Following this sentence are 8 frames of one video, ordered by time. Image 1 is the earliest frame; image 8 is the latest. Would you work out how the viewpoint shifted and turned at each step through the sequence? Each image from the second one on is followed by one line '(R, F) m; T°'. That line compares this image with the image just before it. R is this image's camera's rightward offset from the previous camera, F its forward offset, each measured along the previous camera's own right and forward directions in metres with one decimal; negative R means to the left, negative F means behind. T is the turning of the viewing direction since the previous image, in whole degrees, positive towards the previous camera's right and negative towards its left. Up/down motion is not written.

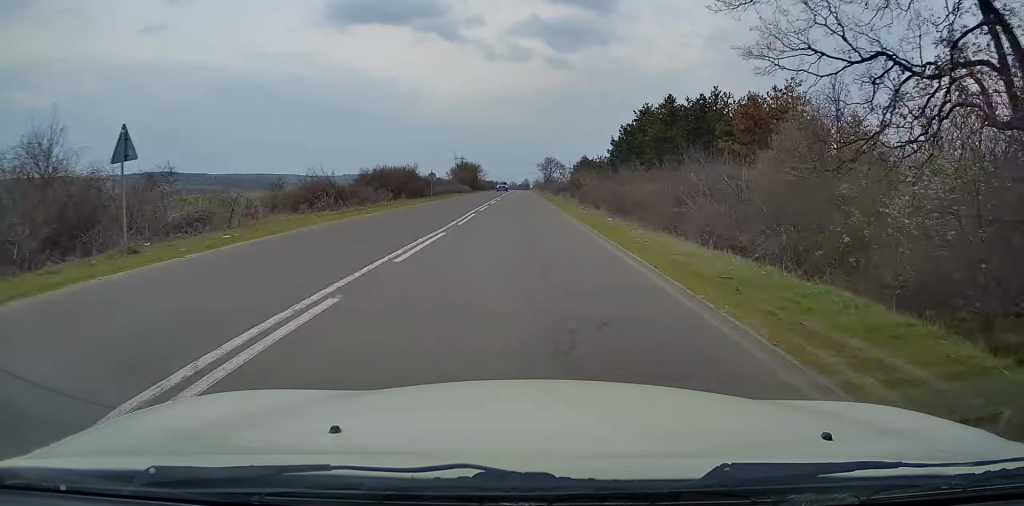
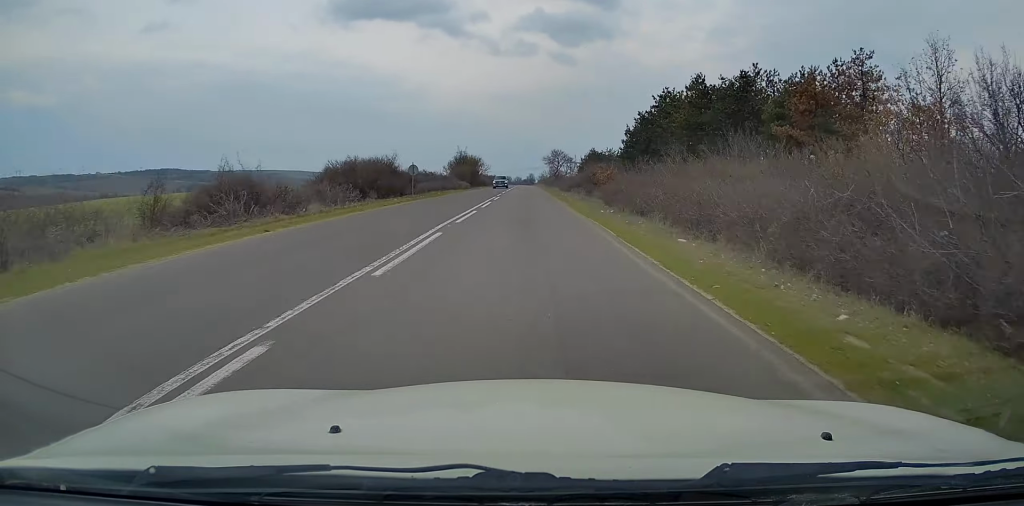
(-0.1, +11.1) m; 0°
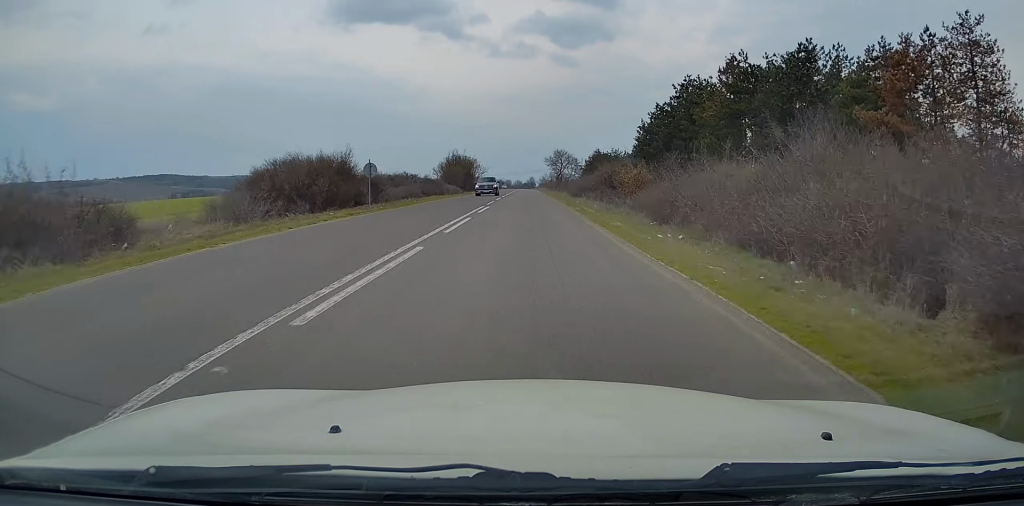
(0.0, +12.1) m; 0°
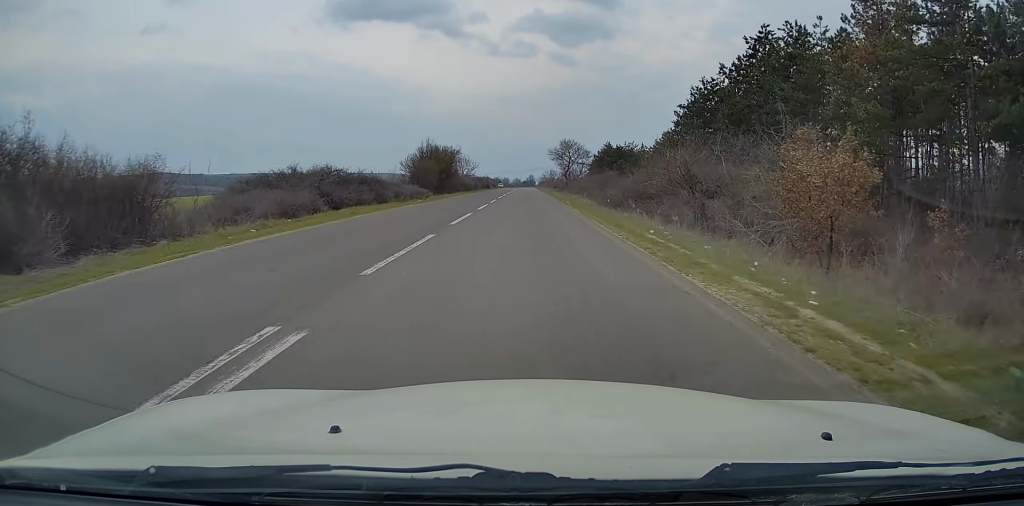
(0.0, +25.2) m; 0°
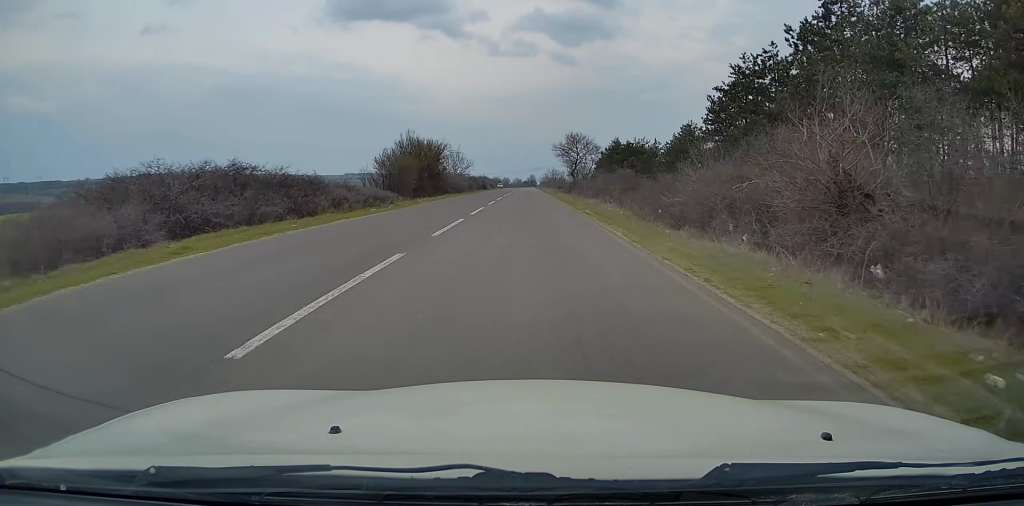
(-0.1, +13.1) m; 0°
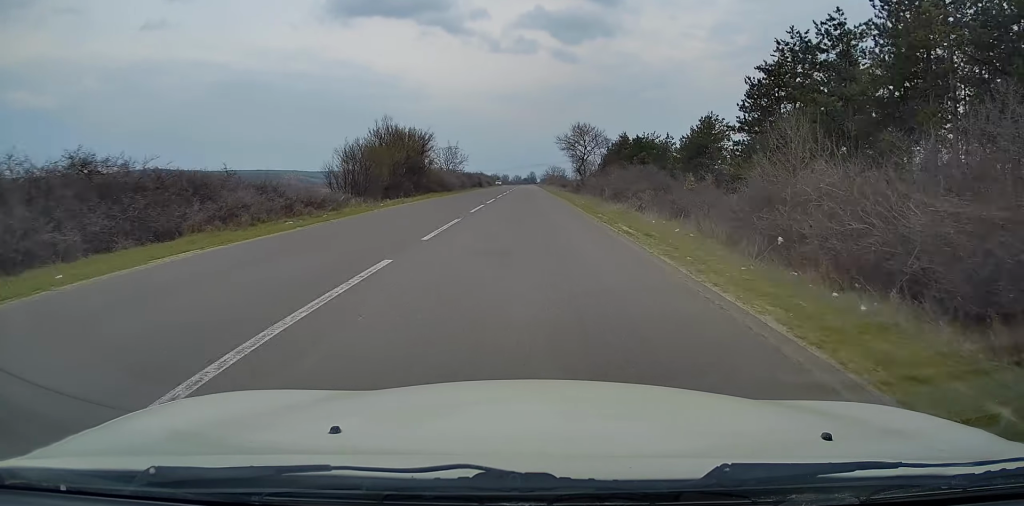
(0.0, +10.5) m; 0°
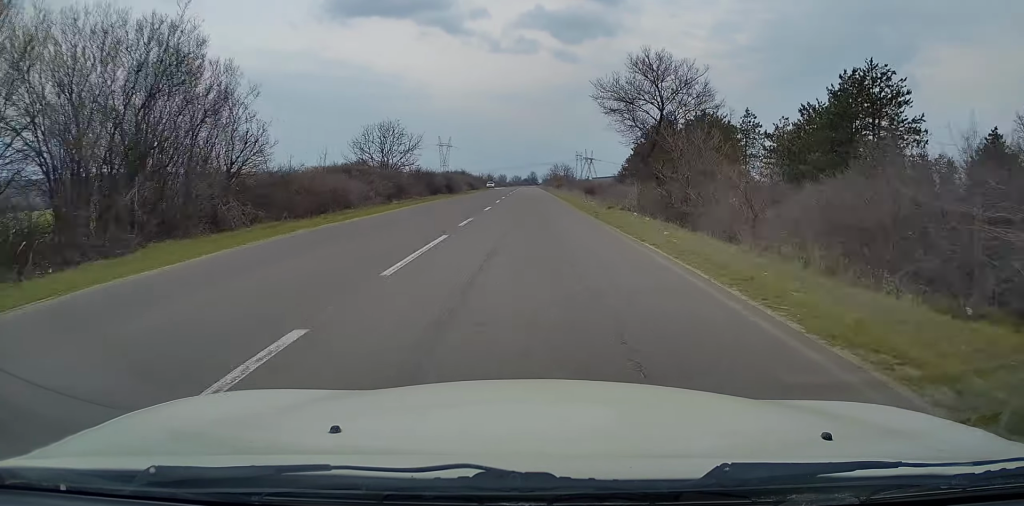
(+0.2, +41.8) m; 0°
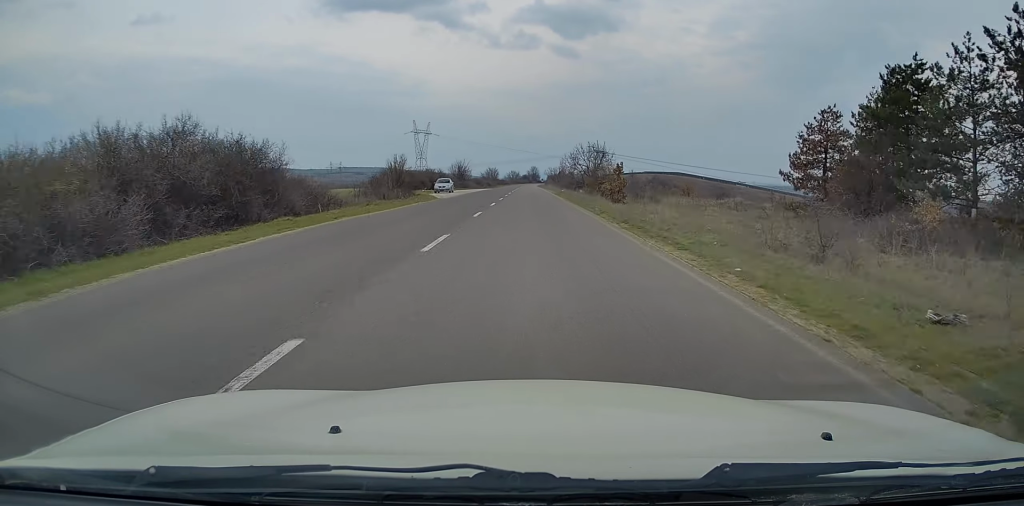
(0.0, +80.8) m; 0°
